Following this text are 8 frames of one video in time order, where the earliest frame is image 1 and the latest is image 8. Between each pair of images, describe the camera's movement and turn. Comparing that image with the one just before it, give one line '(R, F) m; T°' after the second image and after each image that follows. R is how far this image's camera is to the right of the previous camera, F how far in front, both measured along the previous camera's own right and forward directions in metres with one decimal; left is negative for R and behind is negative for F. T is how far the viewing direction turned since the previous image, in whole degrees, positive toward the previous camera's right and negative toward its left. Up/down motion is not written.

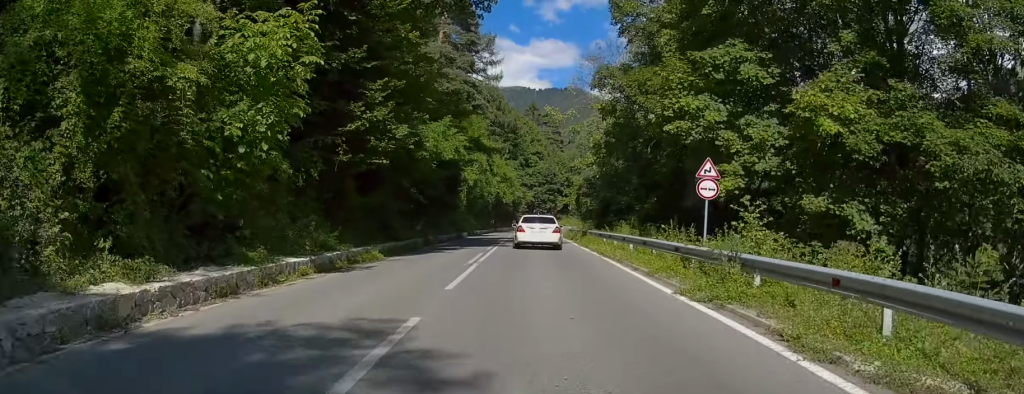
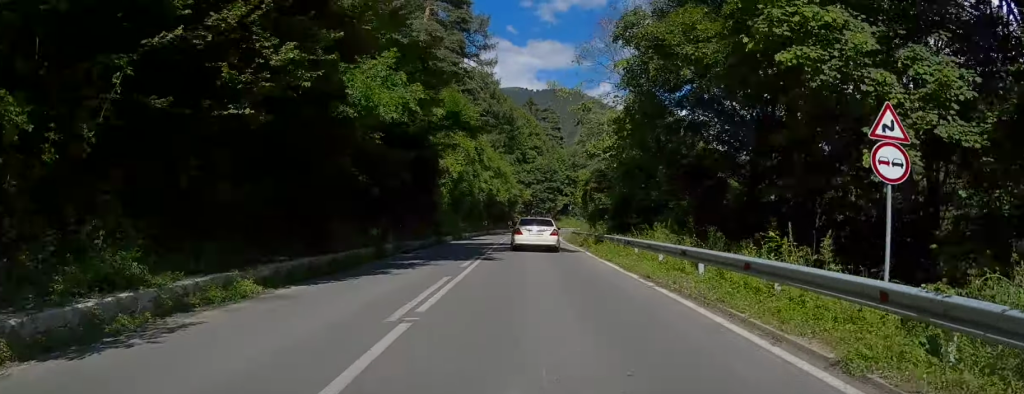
(-0.1, +9.3) m; +1°
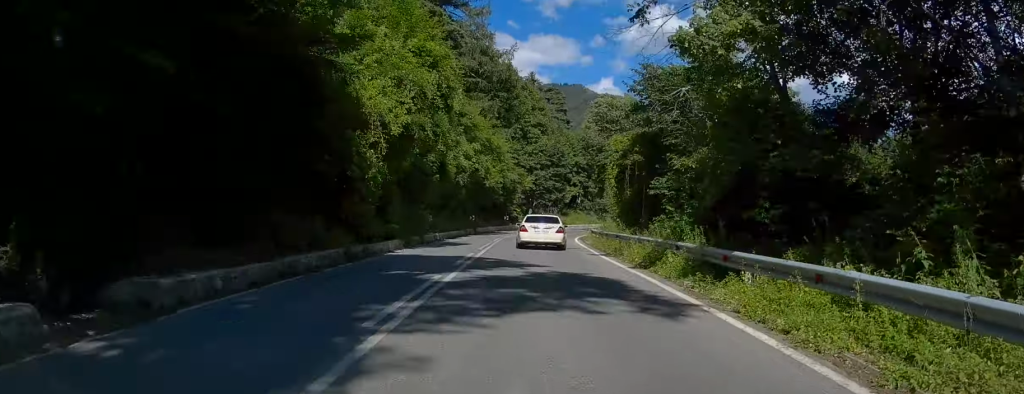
(+0.6, +18.3) m; +1°
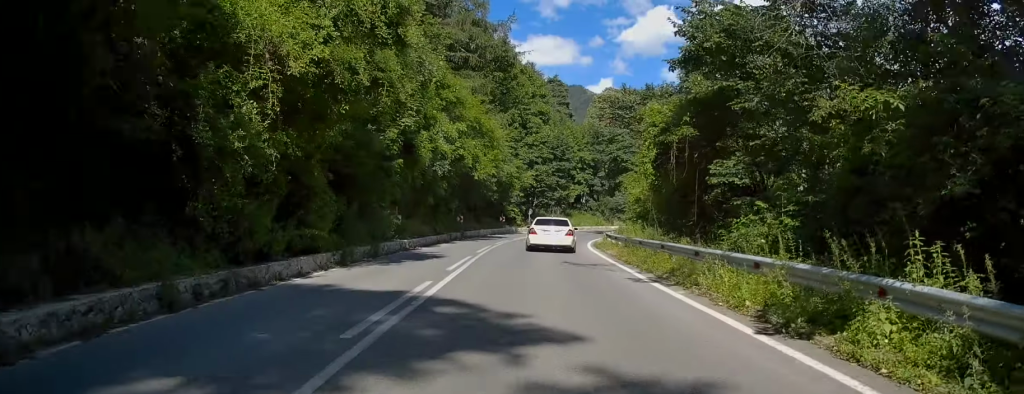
(-0.3, +9.6) m; 0°
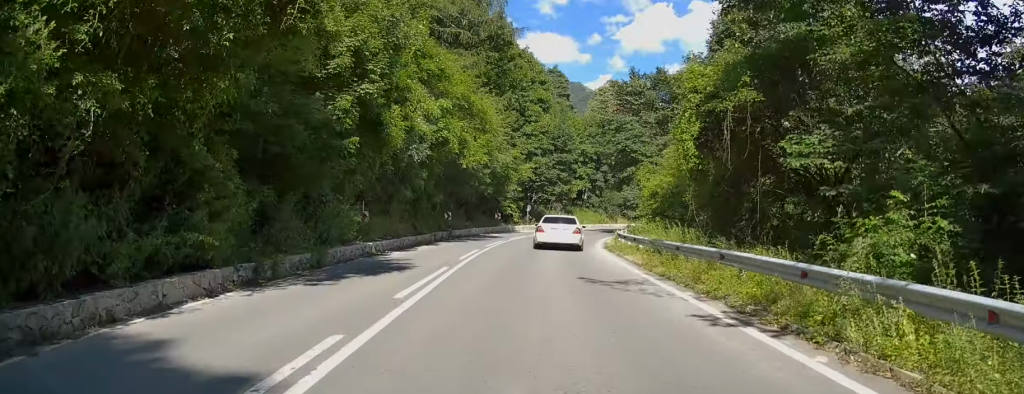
(+0.2, +5.9) m; +1°
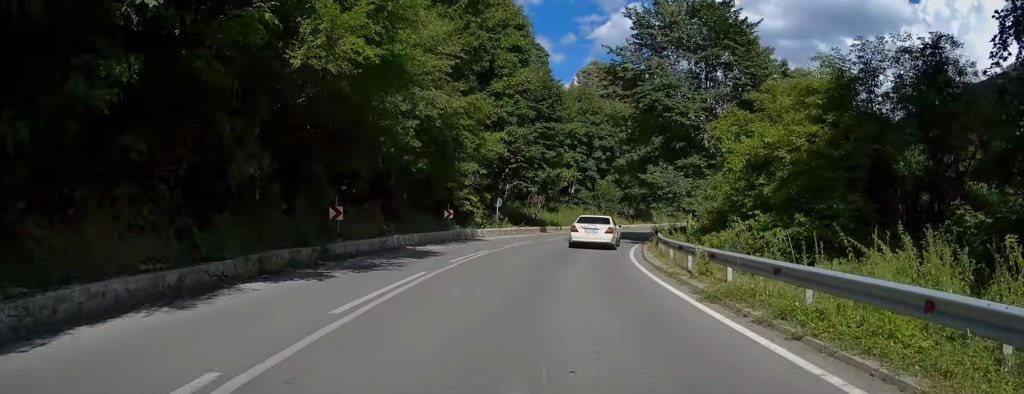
(+0.8, +19.5) m; +4°
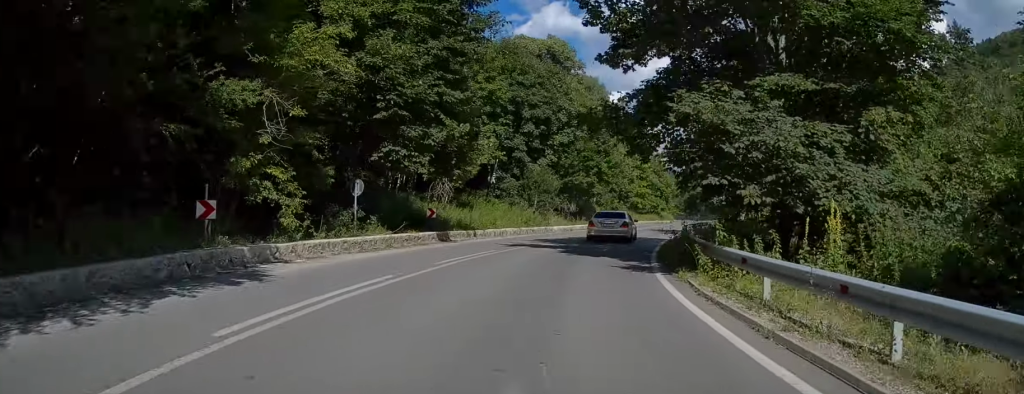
(+0.4, +19.2) m; +5°
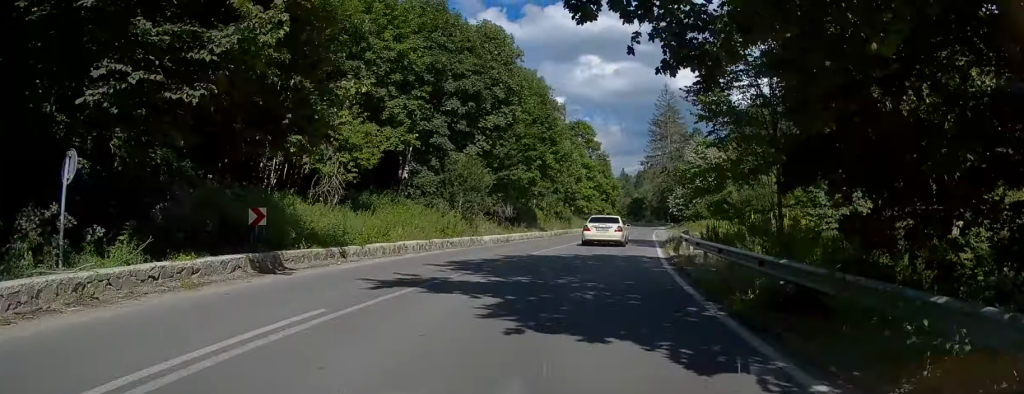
(+0.5, +12.1) m; +6°
